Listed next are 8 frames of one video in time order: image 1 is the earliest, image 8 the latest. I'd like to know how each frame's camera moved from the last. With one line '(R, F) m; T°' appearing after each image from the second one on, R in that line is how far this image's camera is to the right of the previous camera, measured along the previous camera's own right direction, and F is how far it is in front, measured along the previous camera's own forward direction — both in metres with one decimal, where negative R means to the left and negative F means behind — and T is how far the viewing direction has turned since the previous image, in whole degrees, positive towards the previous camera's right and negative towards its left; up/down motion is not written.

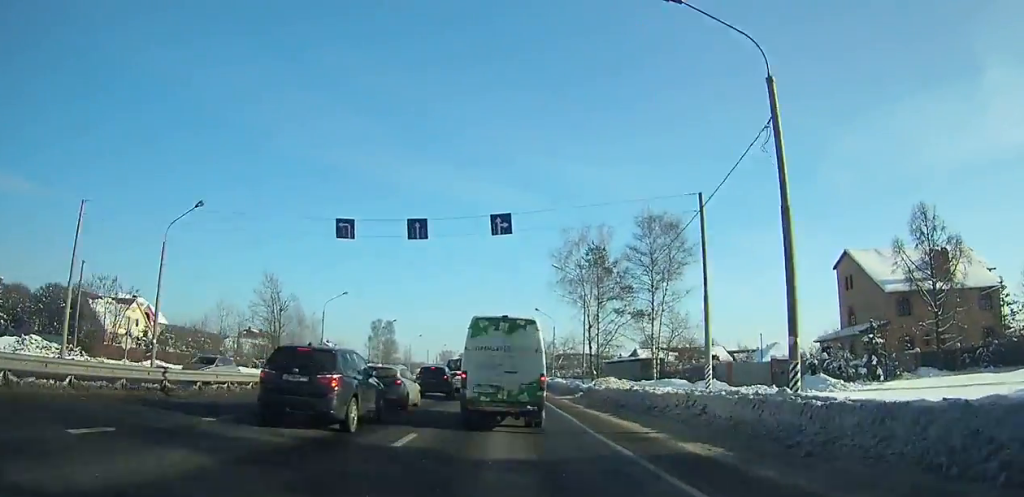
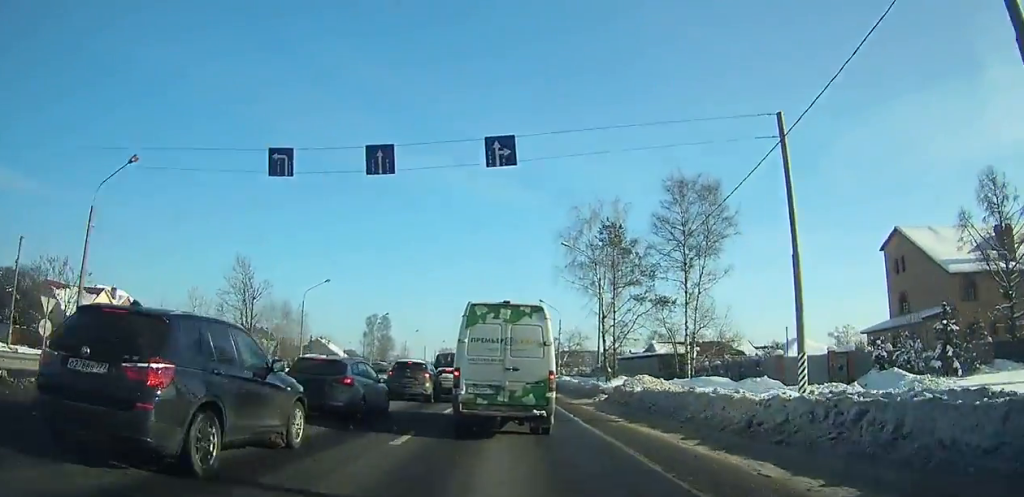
(0.0, +5.0) m; -2°
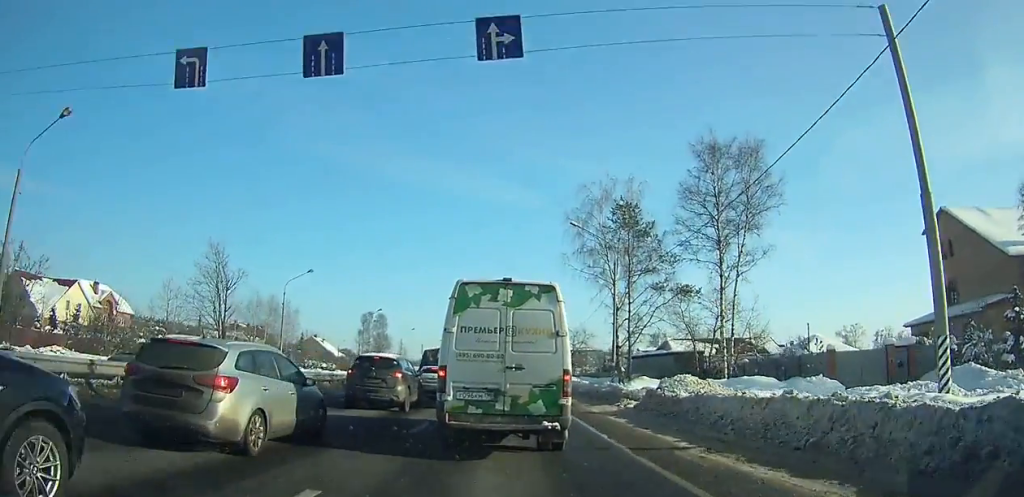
(0.0, +3.7) m; -3°
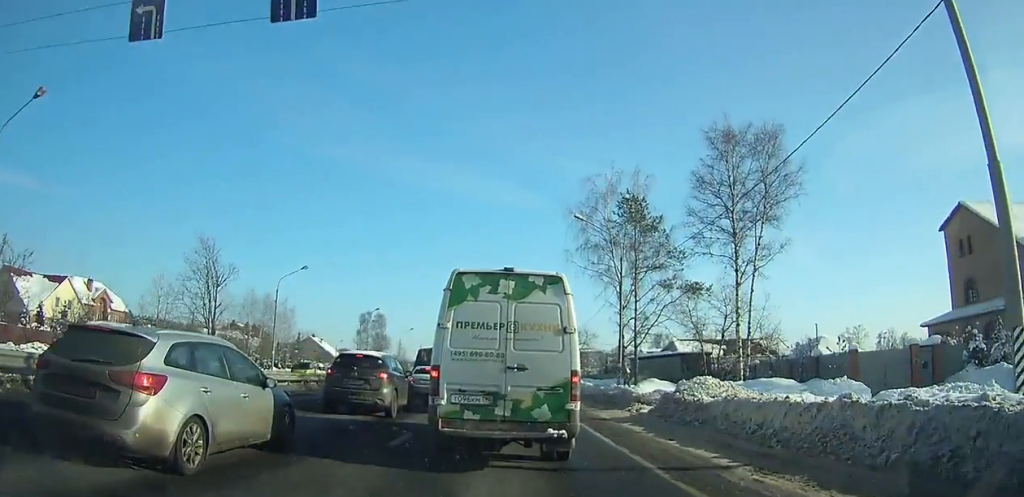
(-0.1, +1.3) m; -2°
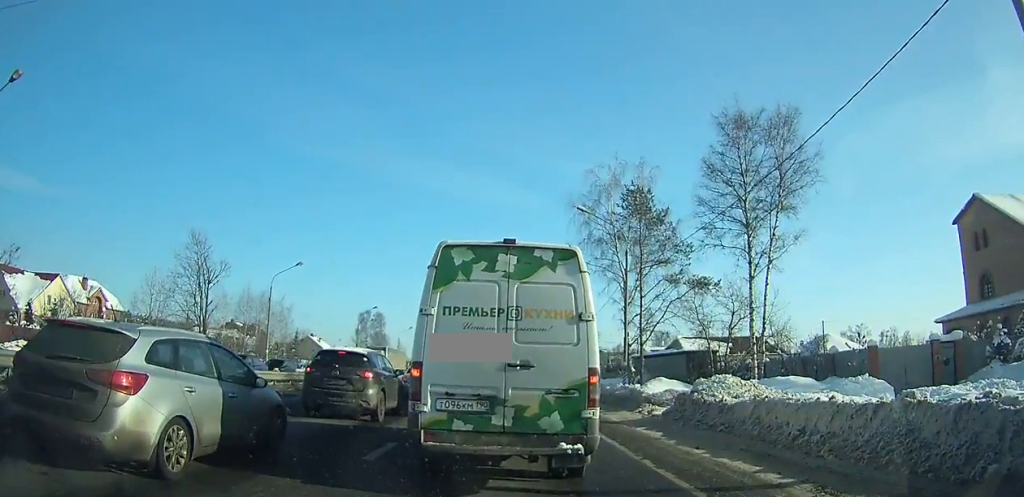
(0.0, +2.1) m; 0°
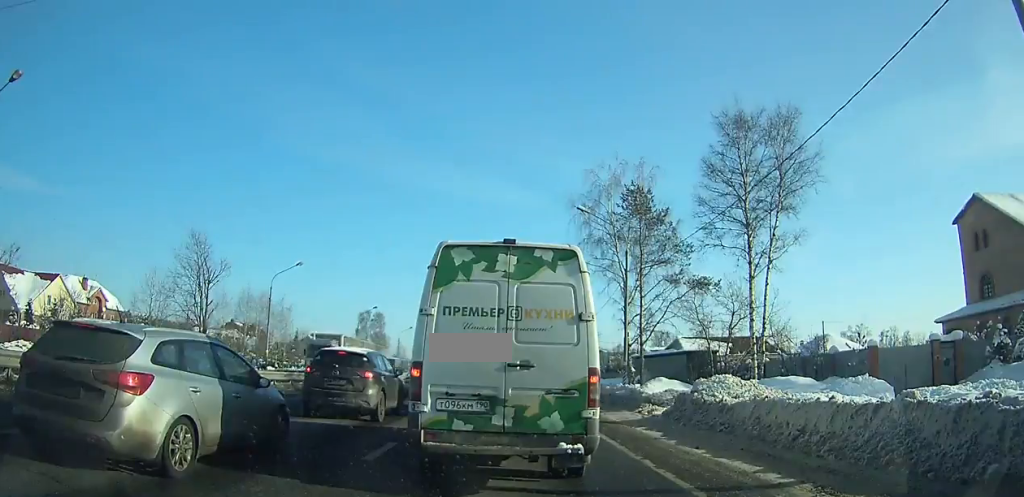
(0.0, +0.7) m; +1°
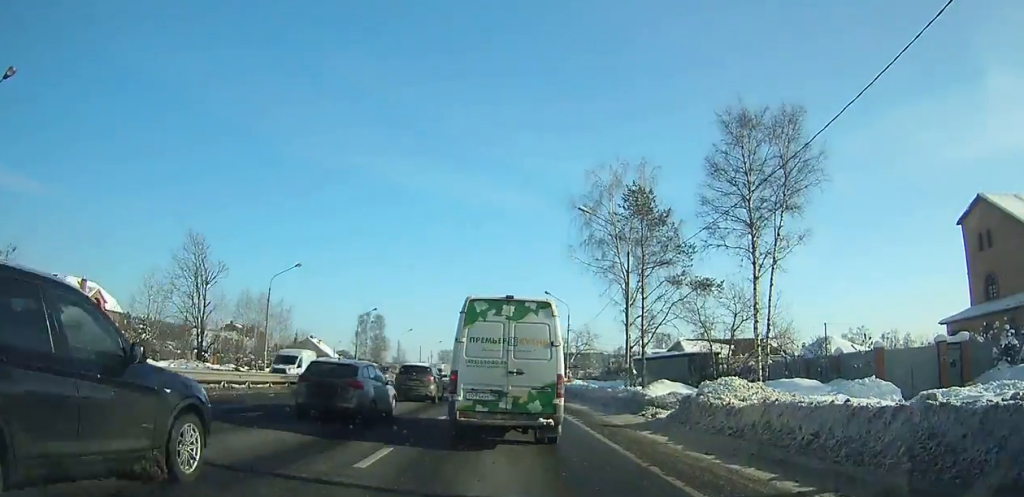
(0.0, +4.5) m; +1°
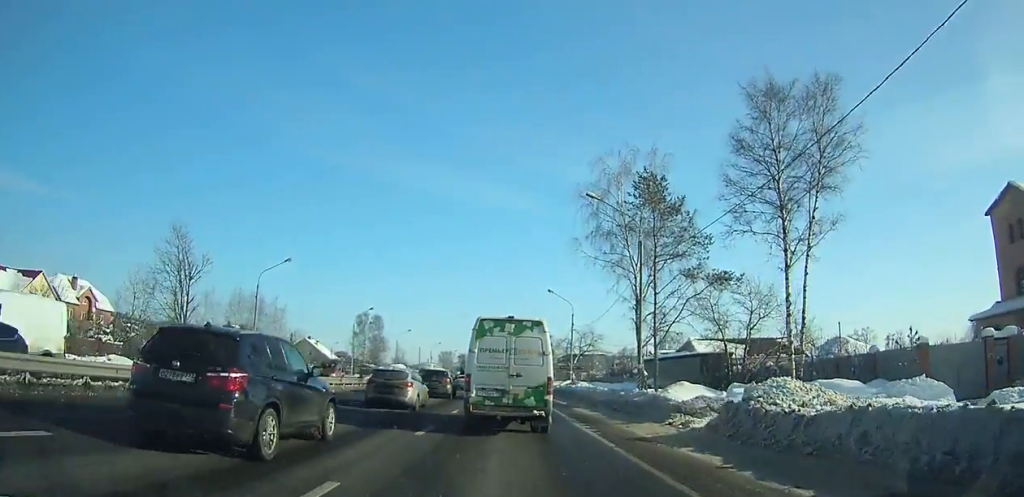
(0.0, +3.4) m; +1°
